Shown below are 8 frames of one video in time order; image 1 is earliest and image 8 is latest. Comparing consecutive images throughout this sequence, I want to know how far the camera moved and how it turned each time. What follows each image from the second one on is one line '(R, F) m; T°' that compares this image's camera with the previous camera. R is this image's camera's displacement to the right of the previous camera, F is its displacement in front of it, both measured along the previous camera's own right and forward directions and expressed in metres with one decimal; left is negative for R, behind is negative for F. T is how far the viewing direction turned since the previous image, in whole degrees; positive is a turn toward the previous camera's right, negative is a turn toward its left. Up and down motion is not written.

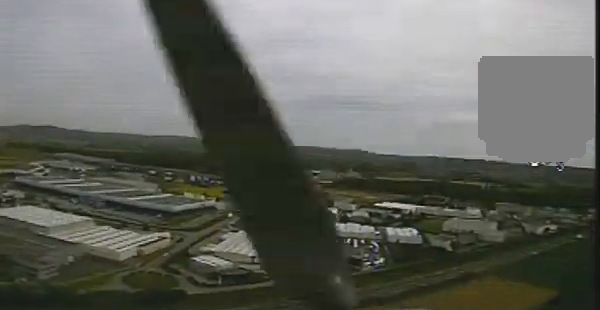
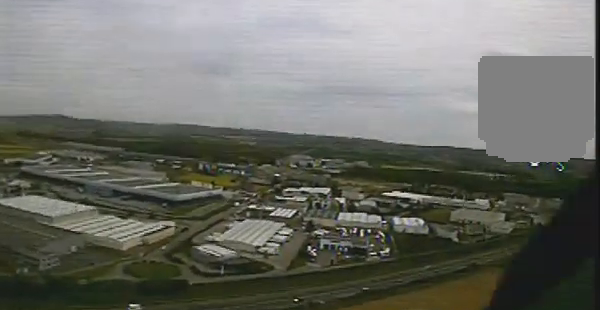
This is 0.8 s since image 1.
(-0.1, +3.9) m; -7°
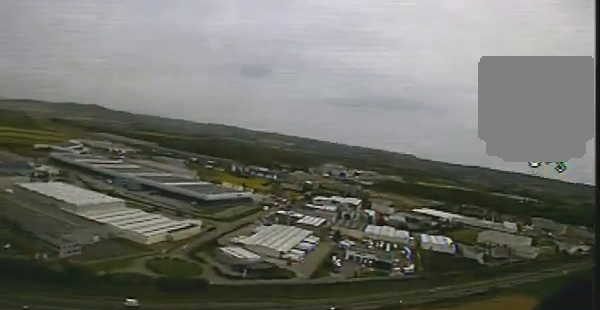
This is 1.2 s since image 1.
(-0.2, +2.3) m; -8°
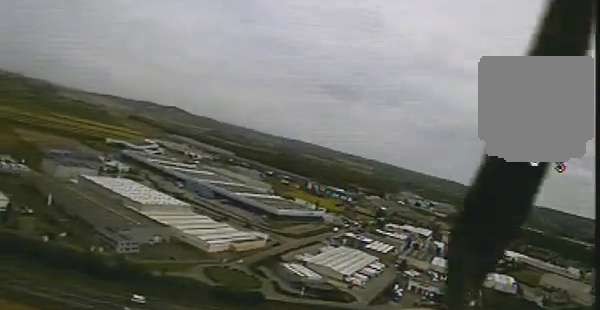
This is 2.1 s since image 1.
(-0.5, +4.1) m; -26°
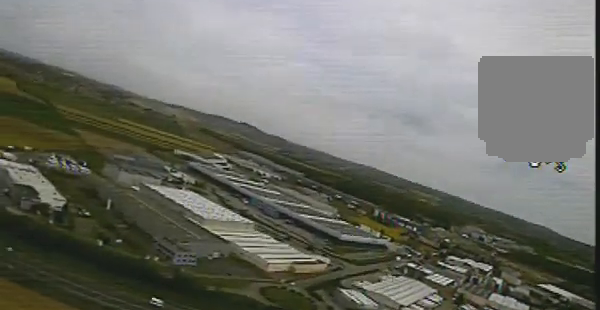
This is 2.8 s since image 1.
(0.0, +3.3) m; -38°
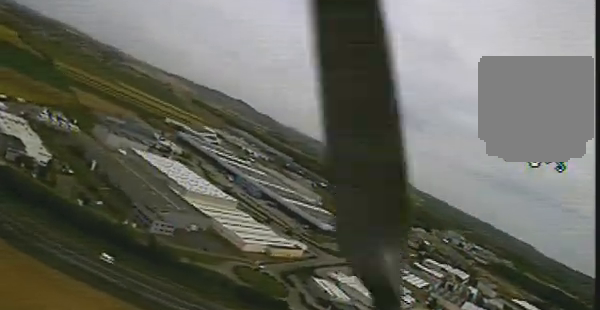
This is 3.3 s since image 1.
(-1.3, +1.7) m; -27°
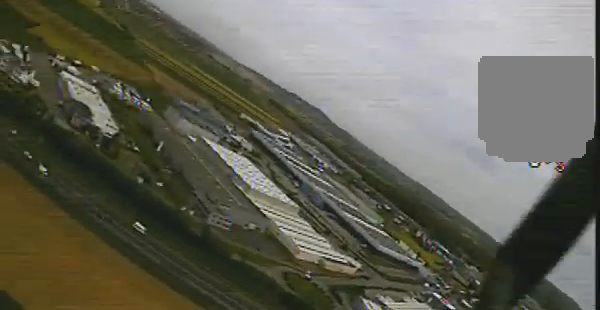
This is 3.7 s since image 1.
(-0.3, +2.1) m; -27°
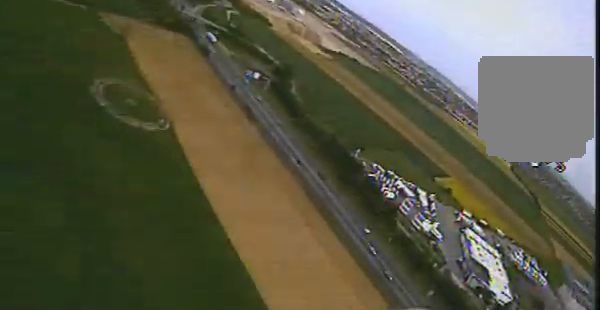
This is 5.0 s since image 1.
(-3.5, +7.2) m; -39°
